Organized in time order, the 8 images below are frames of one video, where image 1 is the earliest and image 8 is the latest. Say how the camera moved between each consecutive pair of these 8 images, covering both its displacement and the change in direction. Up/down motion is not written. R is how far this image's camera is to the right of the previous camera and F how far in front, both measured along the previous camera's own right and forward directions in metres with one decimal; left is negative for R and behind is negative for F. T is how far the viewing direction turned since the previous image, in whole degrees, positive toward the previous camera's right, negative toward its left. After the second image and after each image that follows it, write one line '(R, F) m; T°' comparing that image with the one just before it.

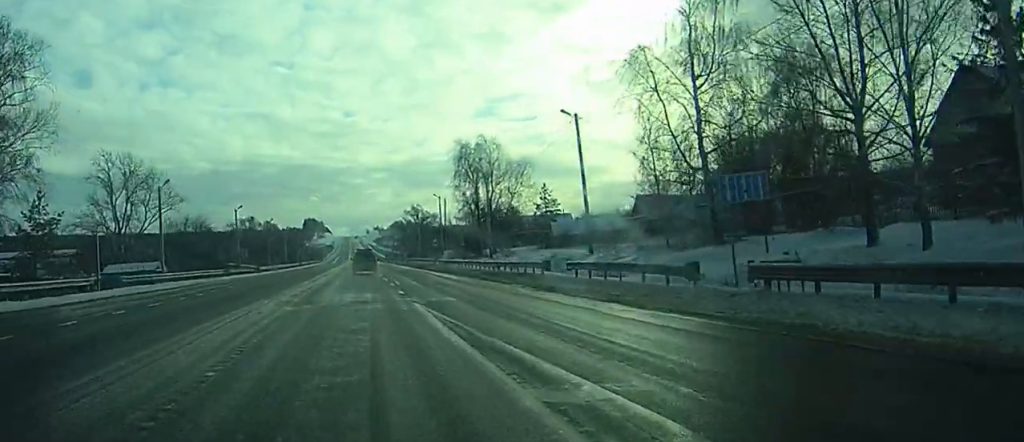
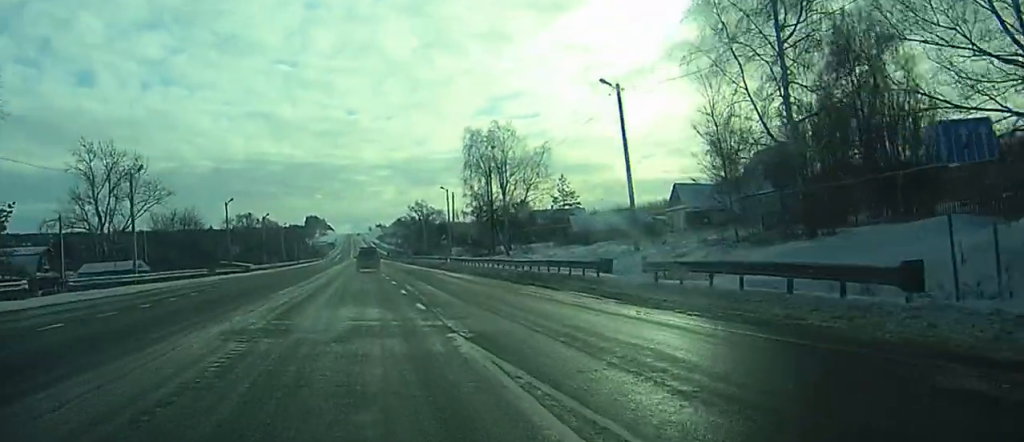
(0.0, +9.1) m; 0°
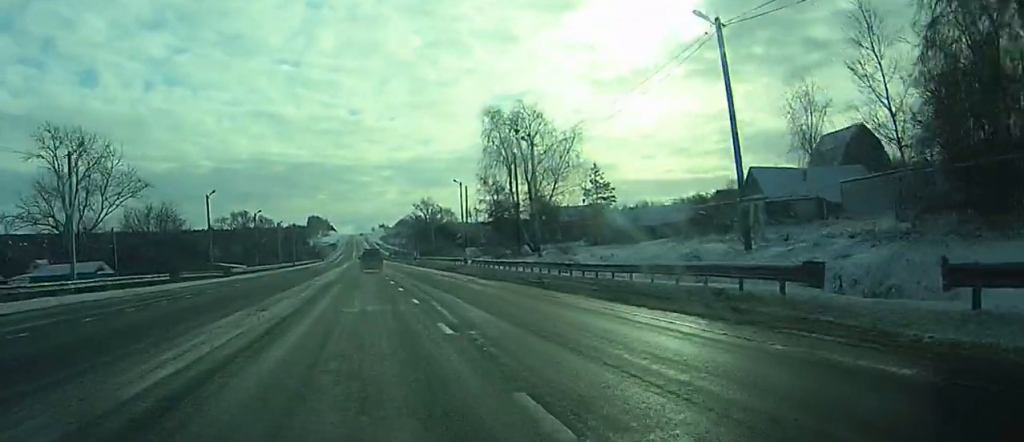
(0.0, +13.8) m; 0°
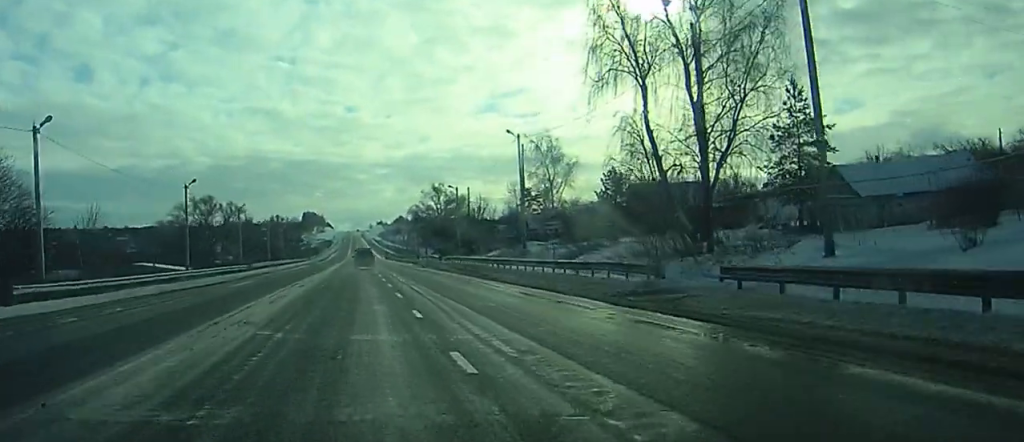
(-0.2, +44.6) m; 0°
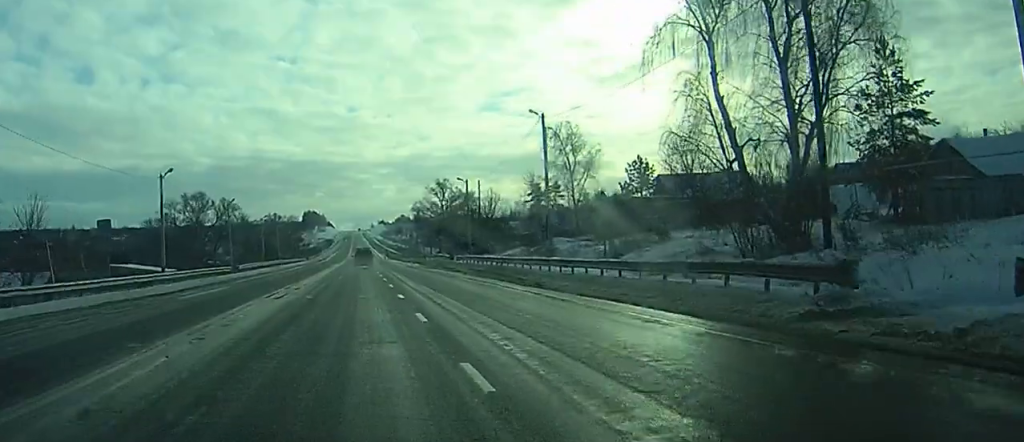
(0.0, +9.5) m; 0°
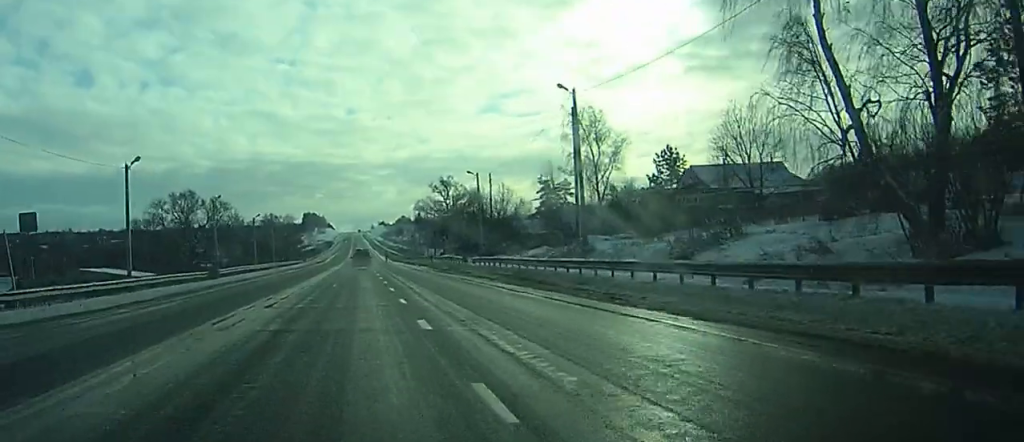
(0.0, +9.5) m; 0°
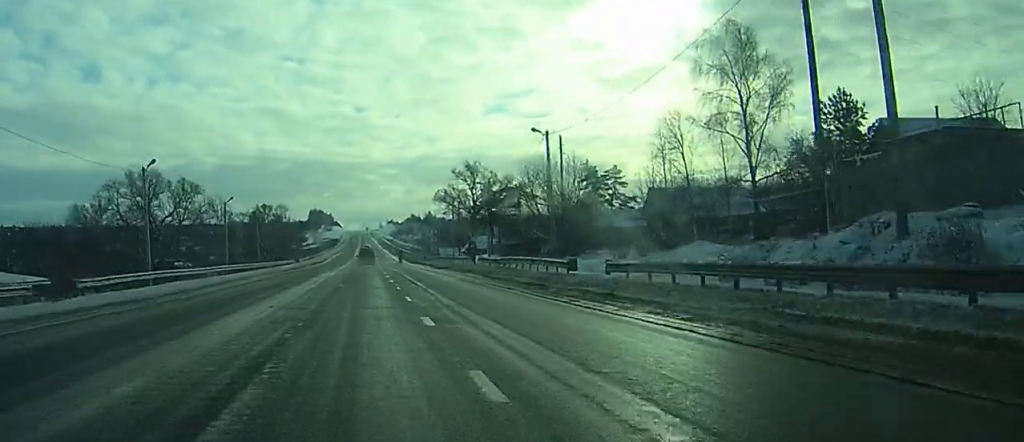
(0.0, +31.4) m; 0°
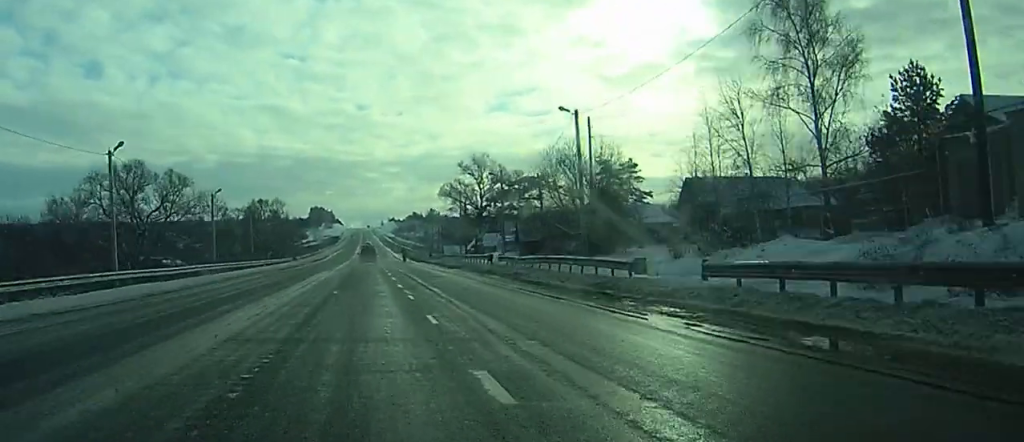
(0.0, +8.2) m; 0°
